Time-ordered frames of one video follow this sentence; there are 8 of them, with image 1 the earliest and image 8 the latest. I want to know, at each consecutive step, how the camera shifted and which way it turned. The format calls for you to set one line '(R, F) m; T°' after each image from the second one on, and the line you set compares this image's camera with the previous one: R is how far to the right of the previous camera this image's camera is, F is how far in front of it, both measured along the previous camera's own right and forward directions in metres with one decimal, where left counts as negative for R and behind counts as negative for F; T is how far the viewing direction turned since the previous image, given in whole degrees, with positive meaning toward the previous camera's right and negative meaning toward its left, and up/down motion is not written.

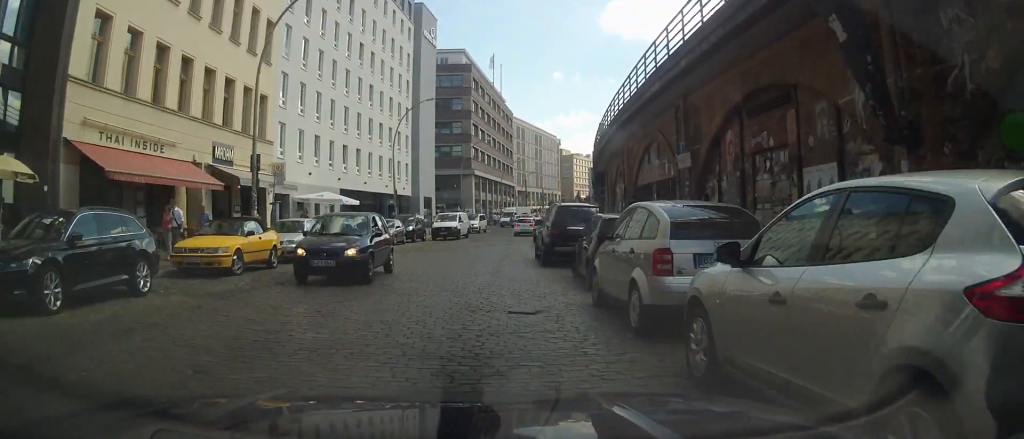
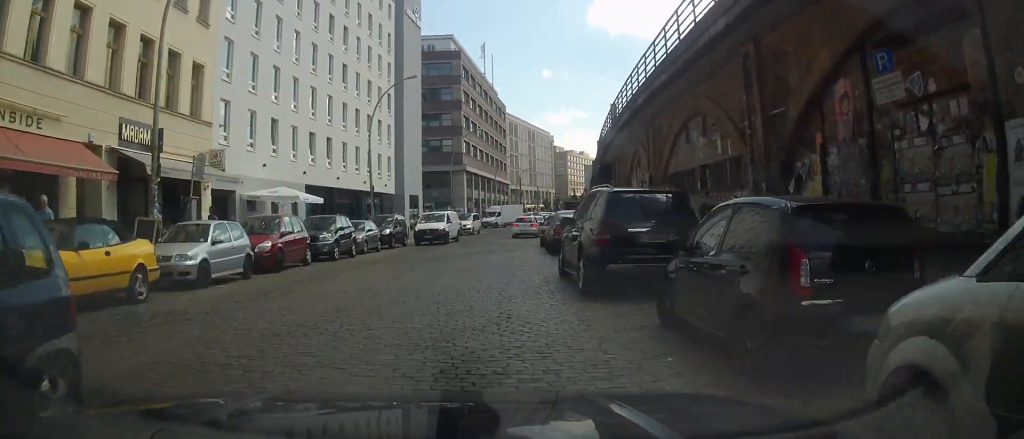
(0.0, +7.7) m; +2°
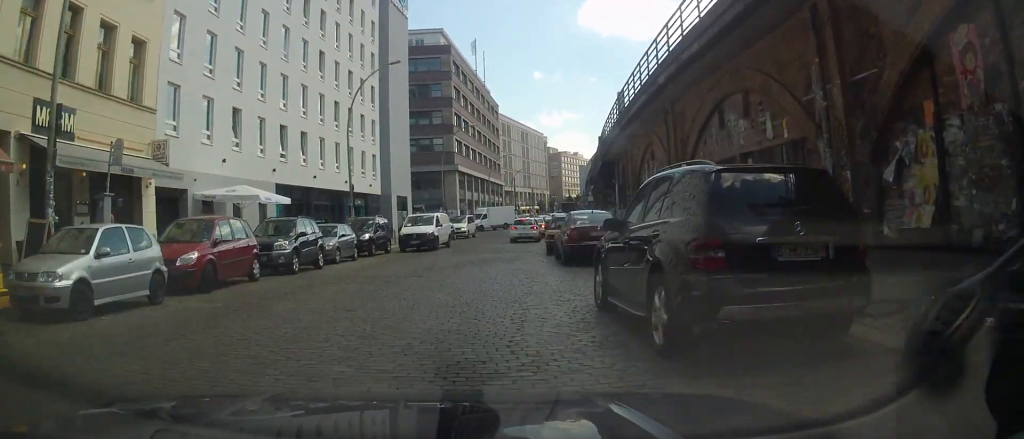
(+0.2, +4.5) m; +3°
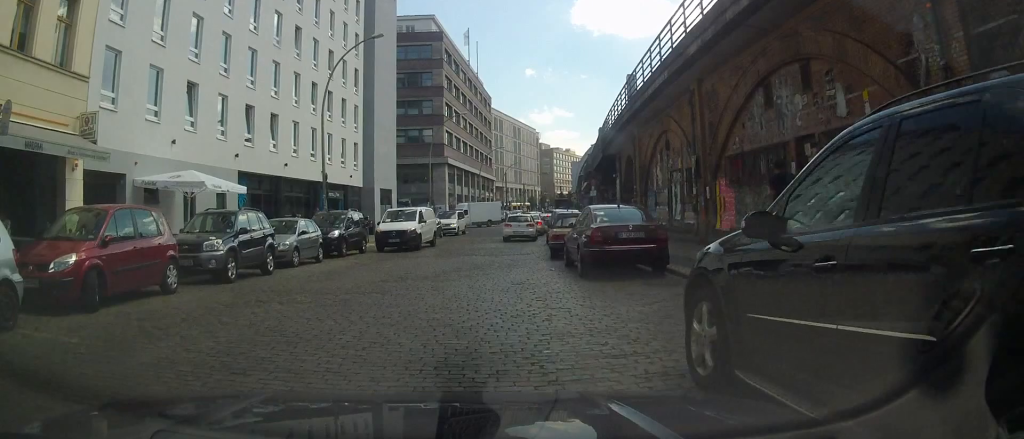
(+0.1, +4.1) m; +2°
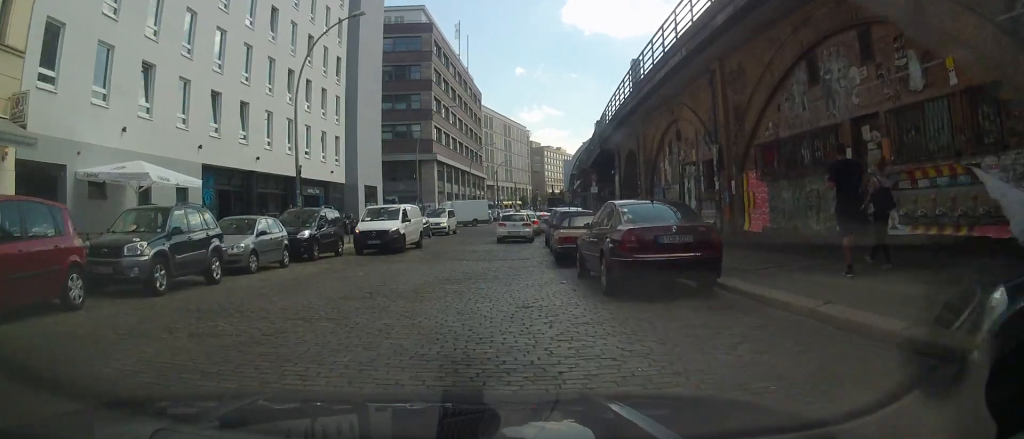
(0.0, +3.0) m; +1°
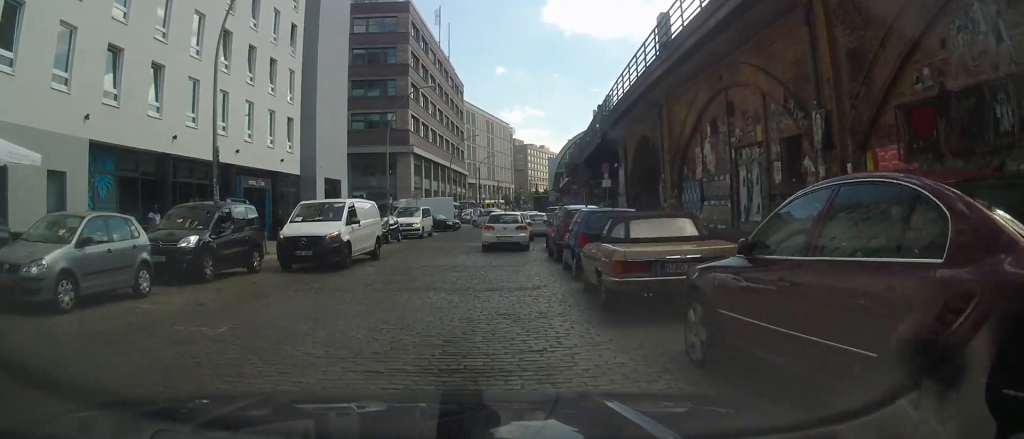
(0.0, +7.3) m; -2°
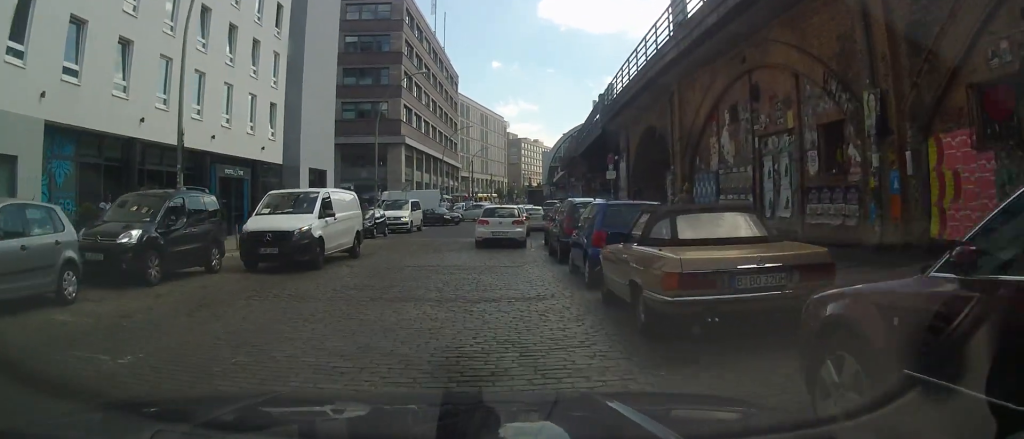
(0.0, +2.1) m; -1°
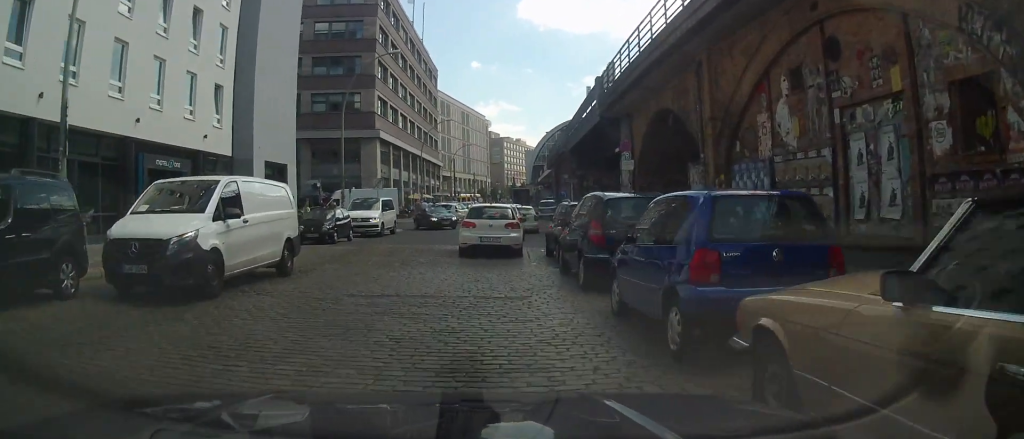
(-0.1, +5.0) m; 0°
